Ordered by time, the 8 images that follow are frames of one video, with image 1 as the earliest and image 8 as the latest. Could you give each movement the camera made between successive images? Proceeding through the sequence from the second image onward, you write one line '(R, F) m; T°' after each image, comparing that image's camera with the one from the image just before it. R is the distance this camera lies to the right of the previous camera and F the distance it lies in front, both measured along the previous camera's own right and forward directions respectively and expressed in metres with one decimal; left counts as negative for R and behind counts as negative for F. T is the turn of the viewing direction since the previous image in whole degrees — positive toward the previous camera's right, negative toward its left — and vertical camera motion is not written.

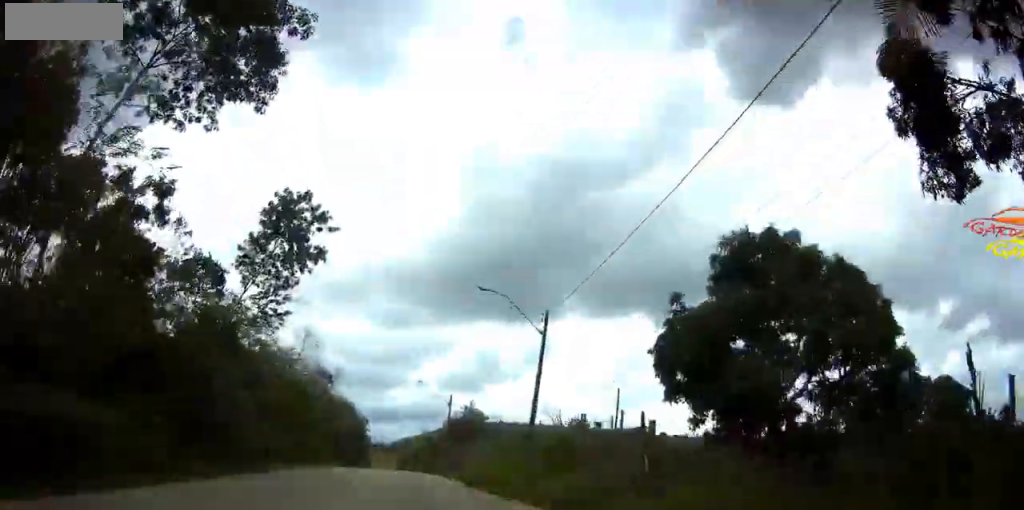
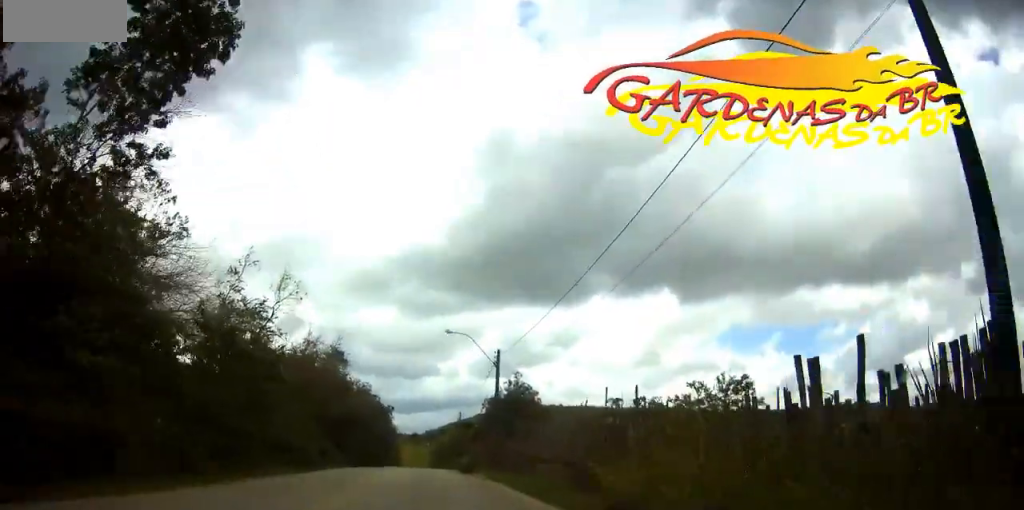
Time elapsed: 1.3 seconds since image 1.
(-0.8, +20.1) m; -4°
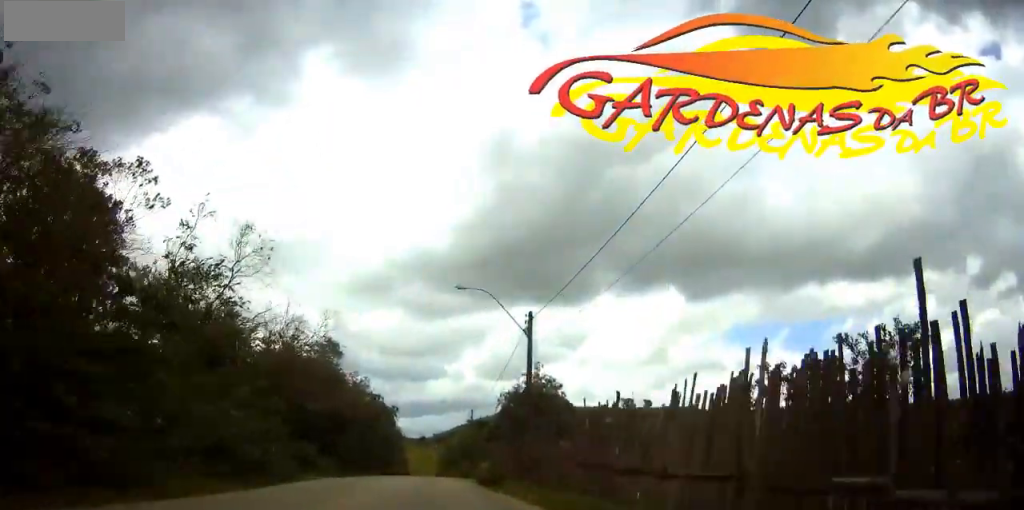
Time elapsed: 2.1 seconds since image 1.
(-0.3, +11.4) m; -1°
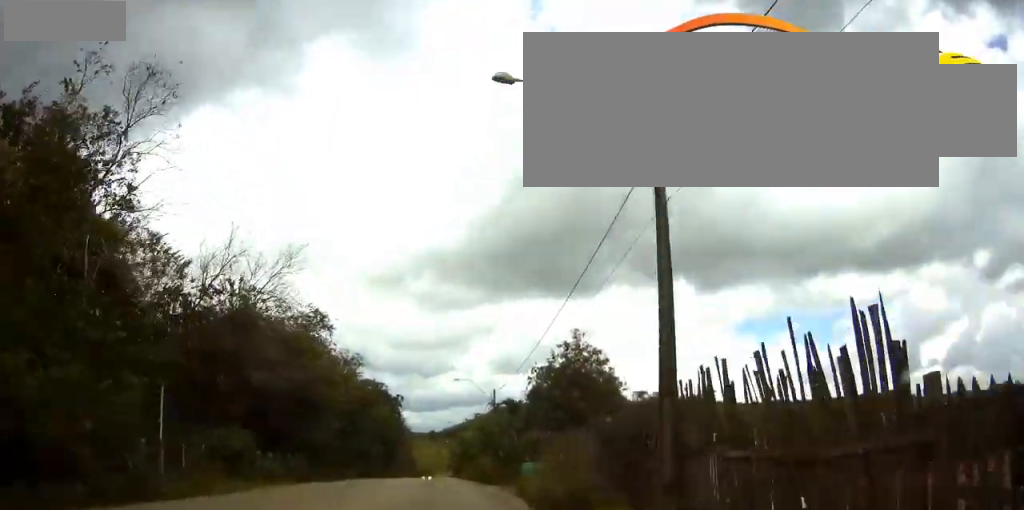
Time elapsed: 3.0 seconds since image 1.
(-0.1, +14.9) m; -1°
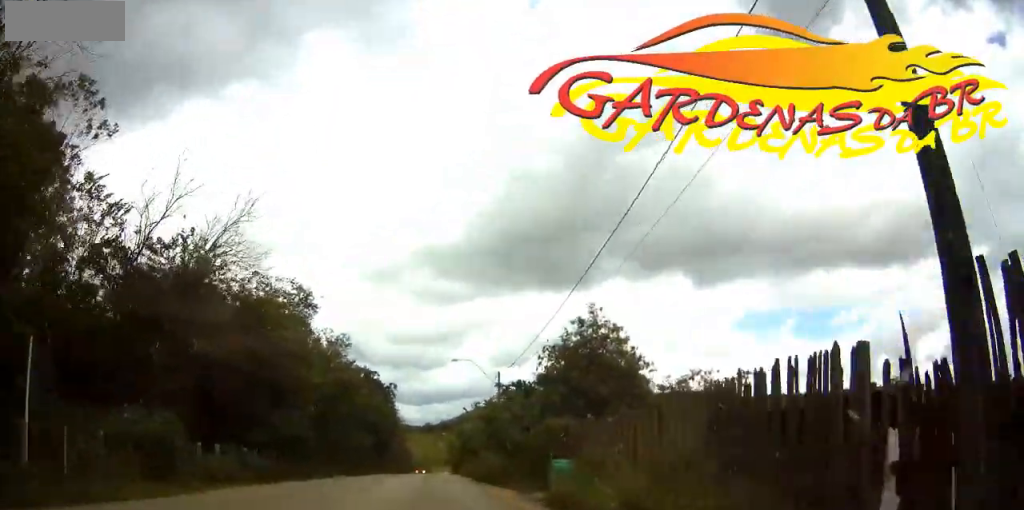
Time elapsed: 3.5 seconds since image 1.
(-0.1, +7.7) m; 0°
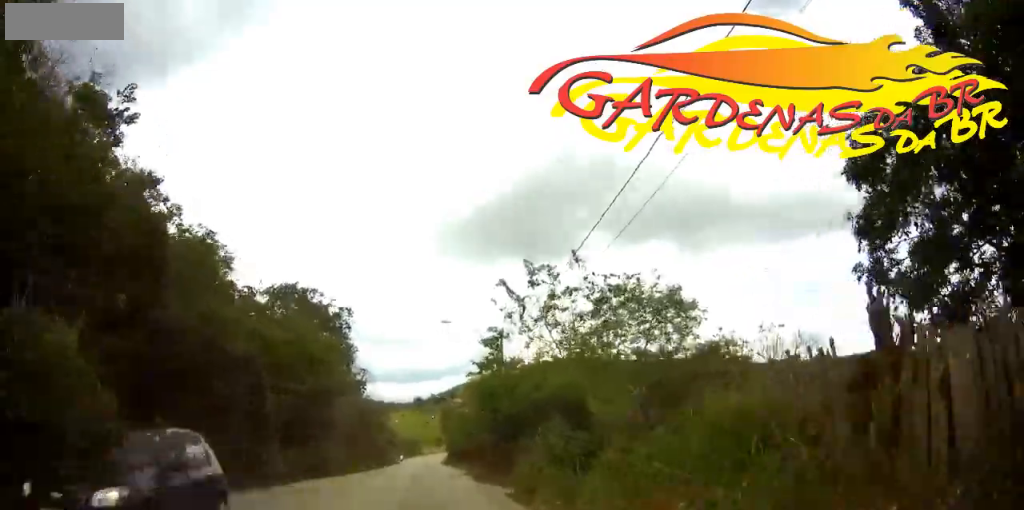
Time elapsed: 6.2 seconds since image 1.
(+0.1, +47.2) m; 0°
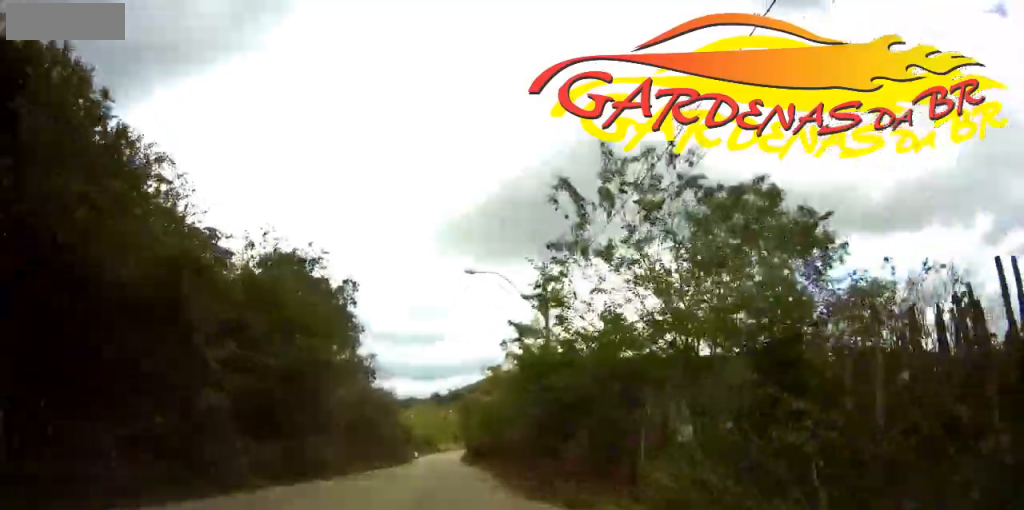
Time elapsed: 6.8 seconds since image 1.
(-0.1, +9.4) m; 0°
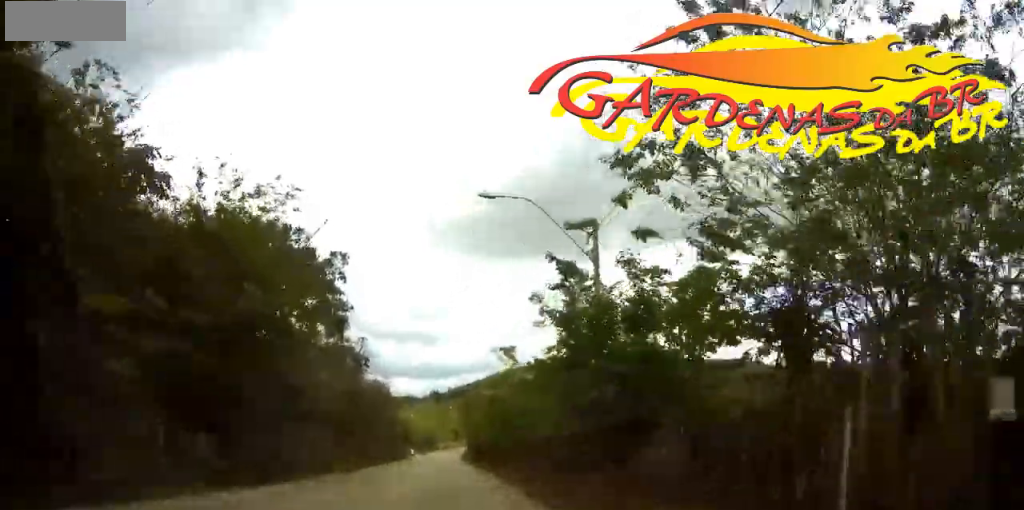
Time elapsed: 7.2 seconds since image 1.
(-0.1, +7.6) m; 0°
